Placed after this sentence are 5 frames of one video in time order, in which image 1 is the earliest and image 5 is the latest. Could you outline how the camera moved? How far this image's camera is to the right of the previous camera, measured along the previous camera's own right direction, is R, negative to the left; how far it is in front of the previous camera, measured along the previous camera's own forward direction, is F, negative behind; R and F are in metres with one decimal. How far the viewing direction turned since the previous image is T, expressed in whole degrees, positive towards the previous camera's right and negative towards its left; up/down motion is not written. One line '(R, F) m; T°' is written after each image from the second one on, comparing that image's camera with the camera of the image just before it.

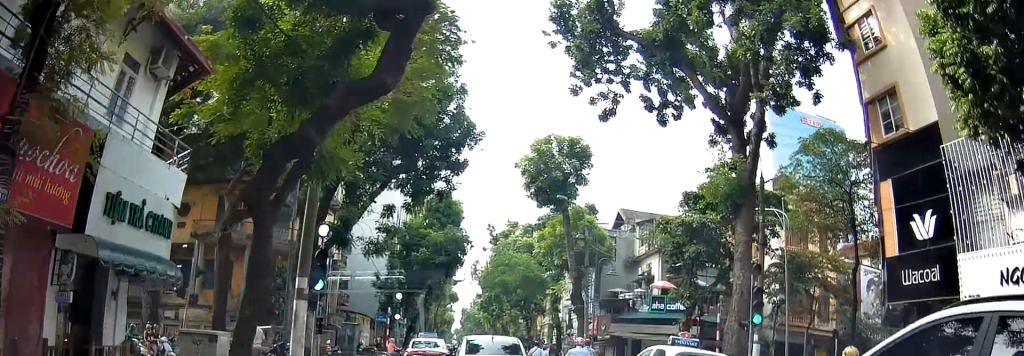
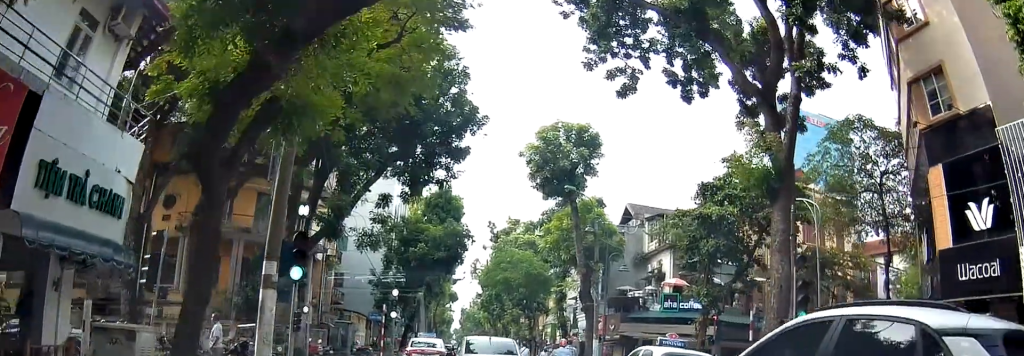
(0.0, +2.1) m; -1°
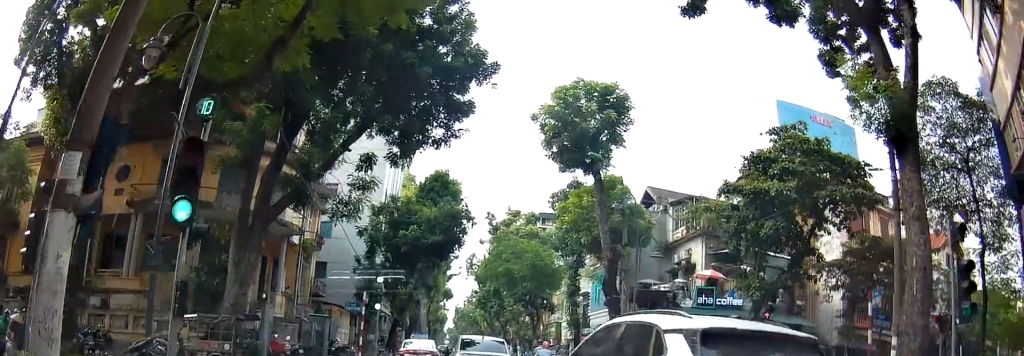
(0.0, +5.0) m; 0°
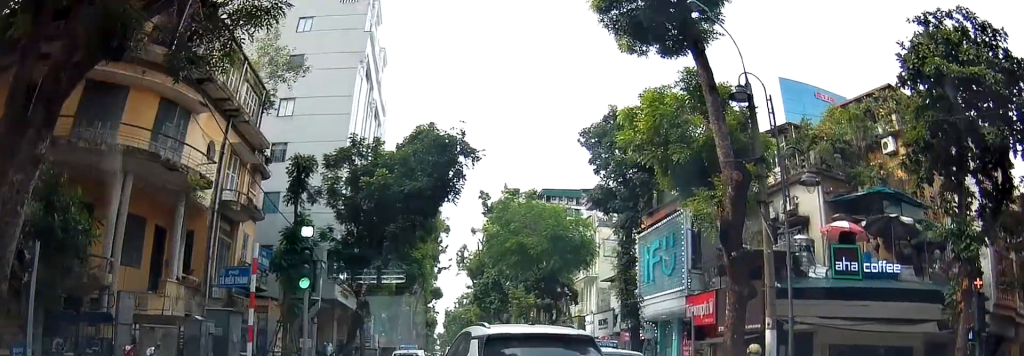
(+1.8, +15.6) m; +8°
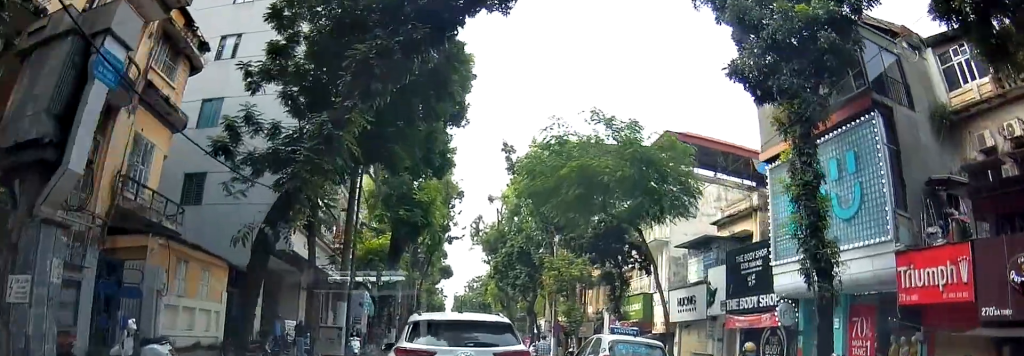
(-2.3, +10.9) m; -20°
